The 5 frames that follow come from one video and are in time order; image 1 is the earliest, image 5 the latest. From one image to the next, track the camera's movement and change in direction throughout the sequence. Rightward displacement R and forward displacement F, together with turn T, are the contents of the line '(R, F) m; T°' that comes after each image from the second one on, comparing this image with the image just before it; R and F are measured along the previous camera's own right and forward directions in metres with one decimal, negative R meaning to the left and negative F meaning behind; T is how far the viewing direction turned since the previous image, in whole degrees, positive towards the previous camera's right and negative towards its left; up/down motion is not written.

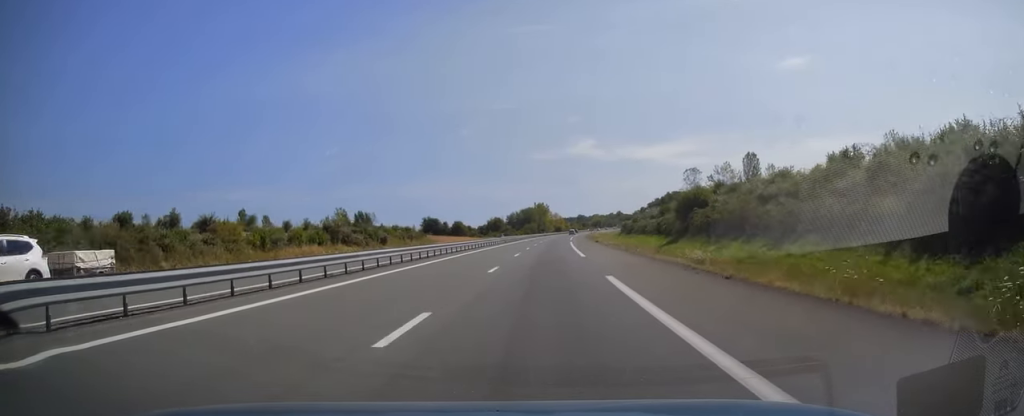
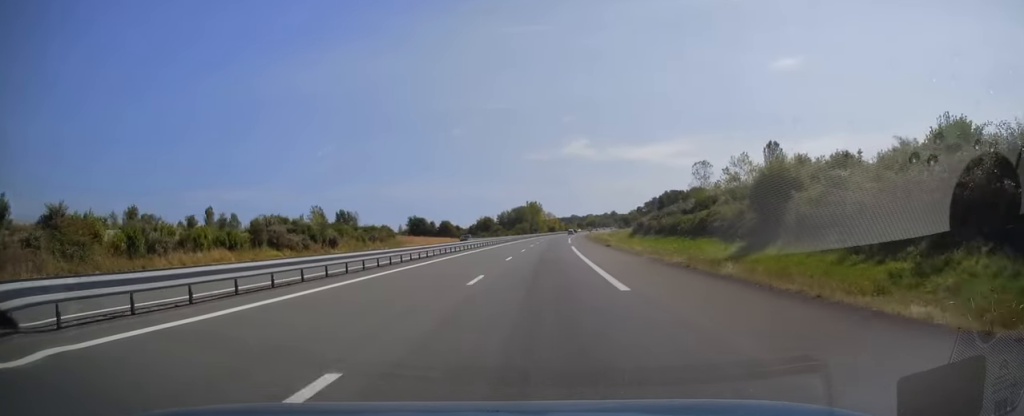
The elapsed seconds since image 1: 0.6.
(0.0, +17.7) m; 0°
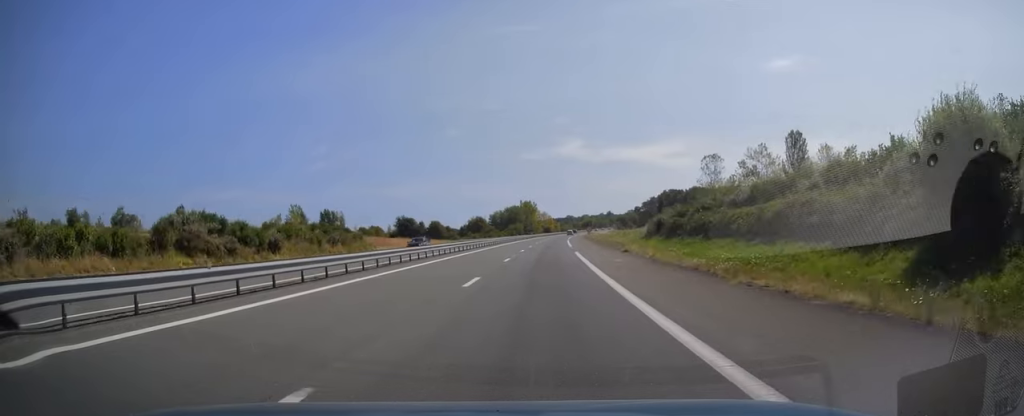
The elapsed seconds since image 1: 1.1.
(-0.1, +13.8) m; +1°
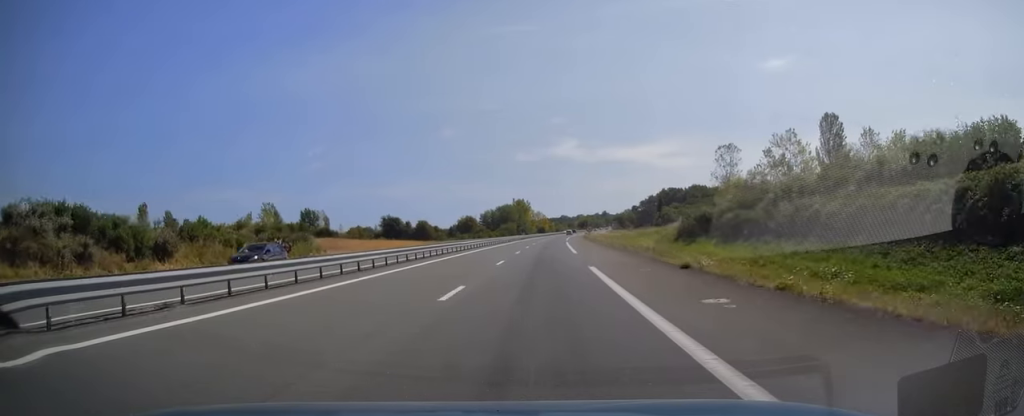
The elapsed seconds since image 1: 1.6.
(+0.1, +16.2) m; +1°
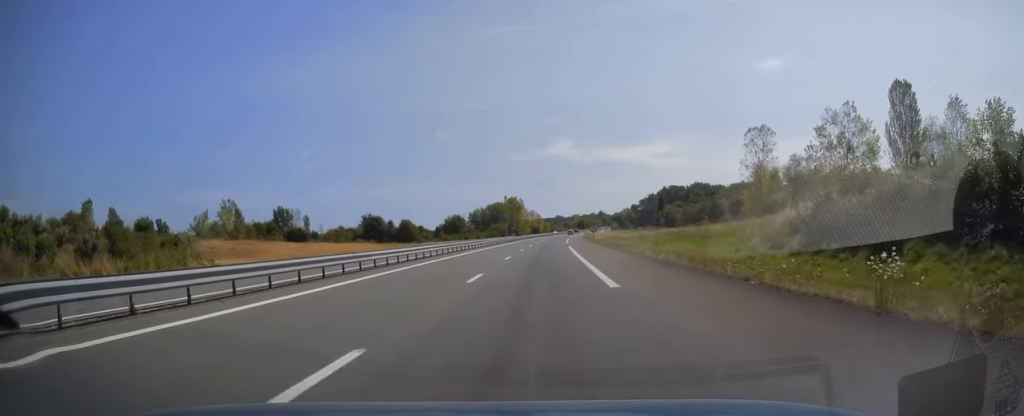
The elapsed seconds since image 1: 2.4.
(+0.5, +21.6) m; +1°
